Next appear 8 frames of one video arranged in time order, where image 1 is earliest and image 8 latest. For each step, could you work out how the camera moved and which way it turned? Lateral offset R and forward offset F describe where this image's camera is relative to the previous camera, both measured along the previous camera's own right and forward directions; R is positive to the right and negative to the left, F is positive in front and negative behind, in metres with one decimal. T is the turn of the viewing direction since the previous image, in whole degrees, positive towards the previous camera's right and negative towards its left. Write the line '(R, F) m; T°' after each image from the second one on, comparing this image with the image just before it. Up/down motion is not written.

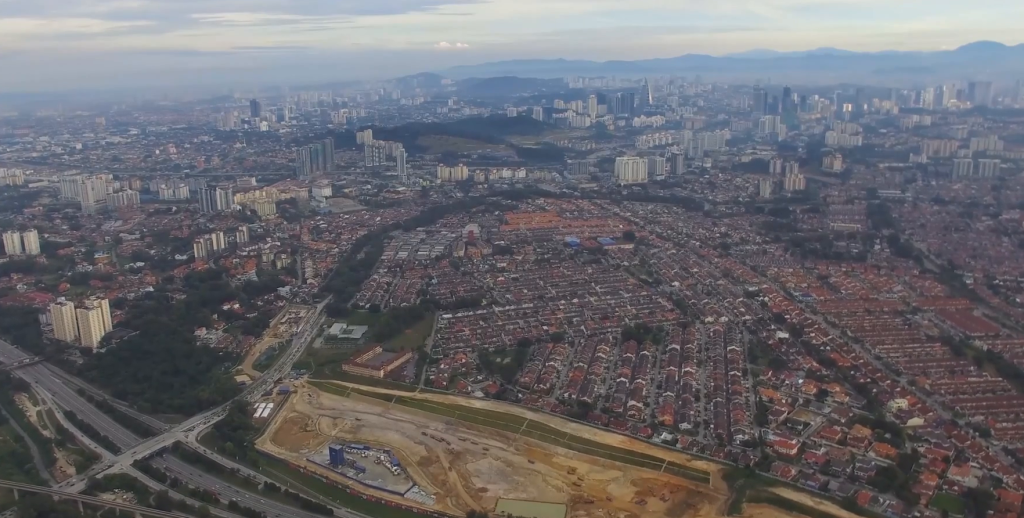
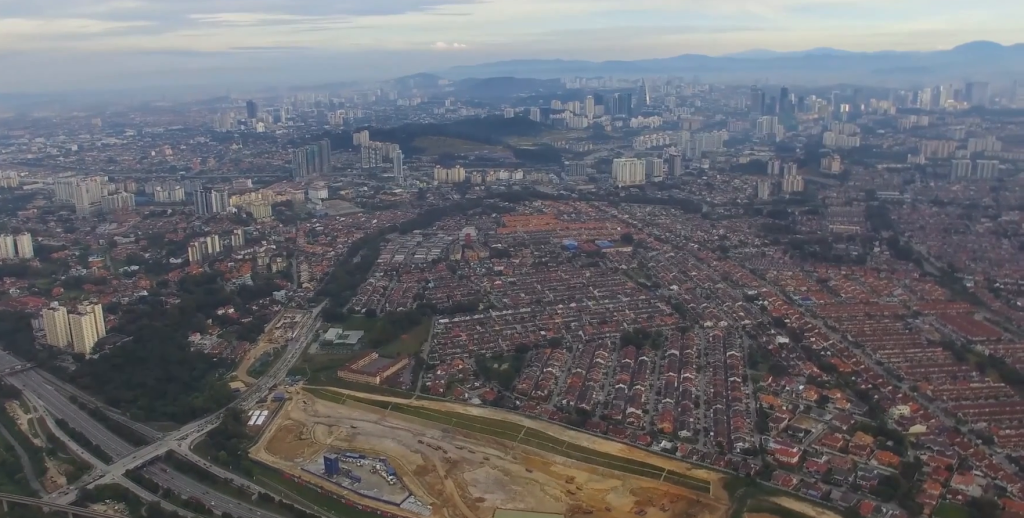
(+0.2, +14.9) m; +2°
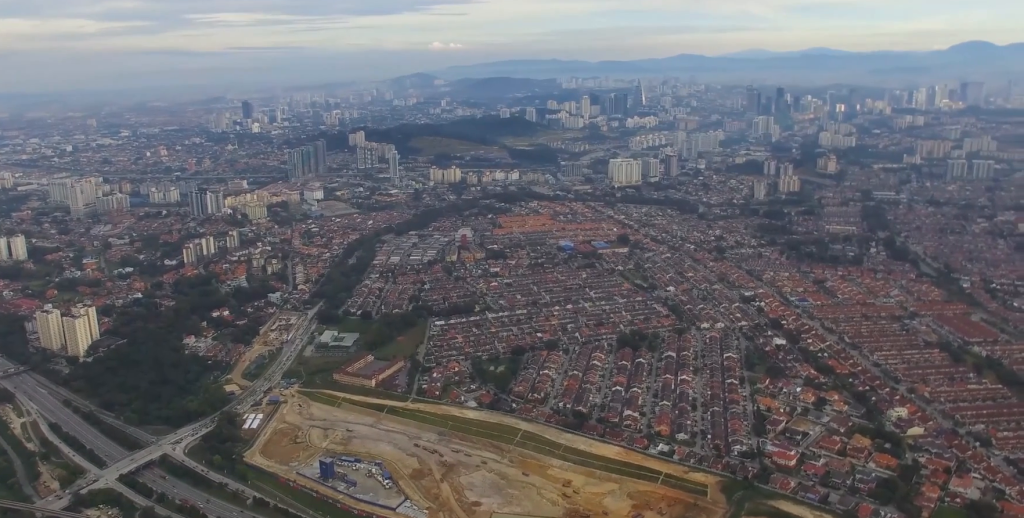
(0.0, +5.8) m; +1°
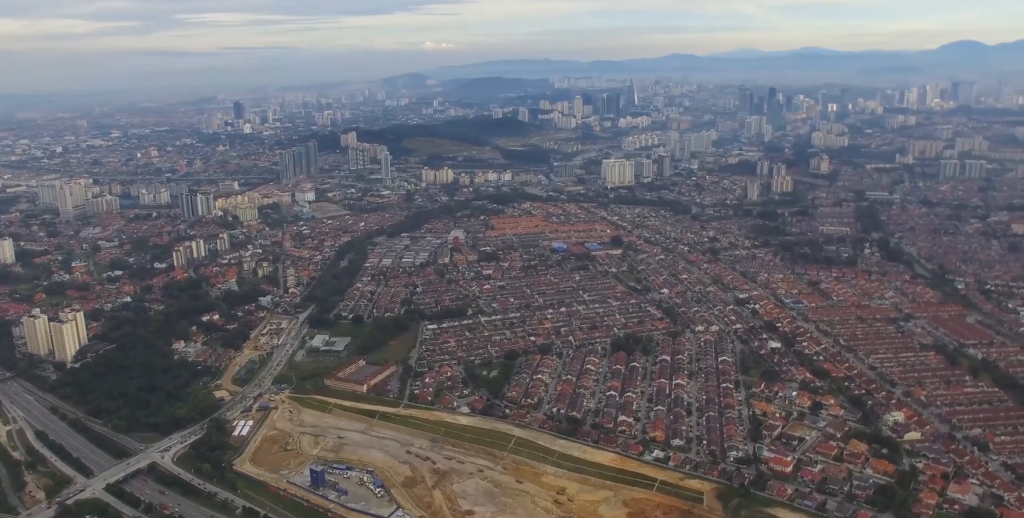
(+0.1, +13.9) m; +1°
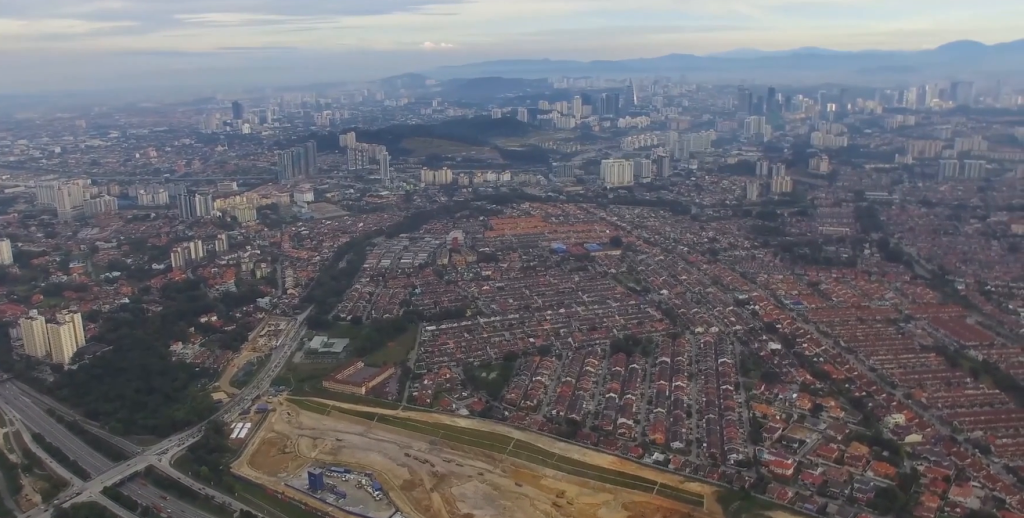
(0.0, +5.6) m; 0°
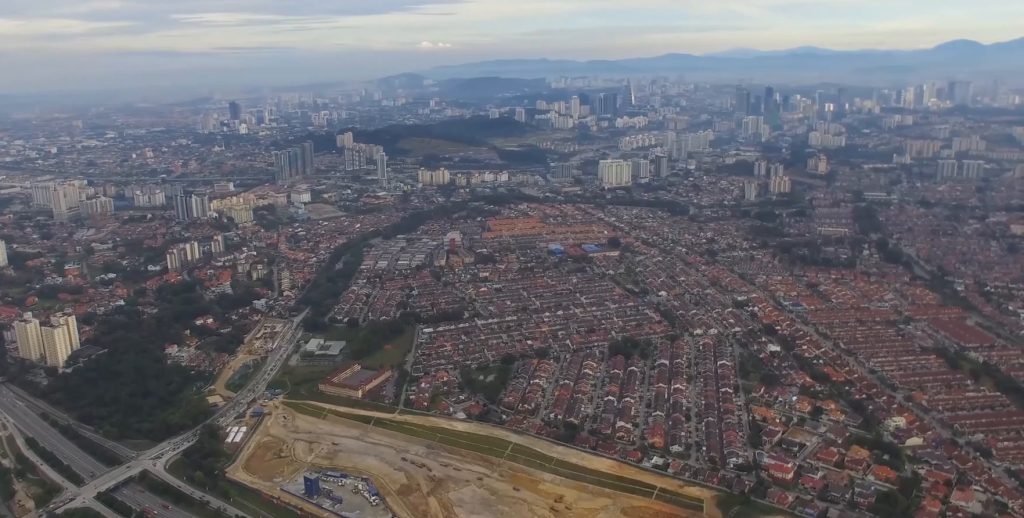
(0.0, +8.8) m; 0°
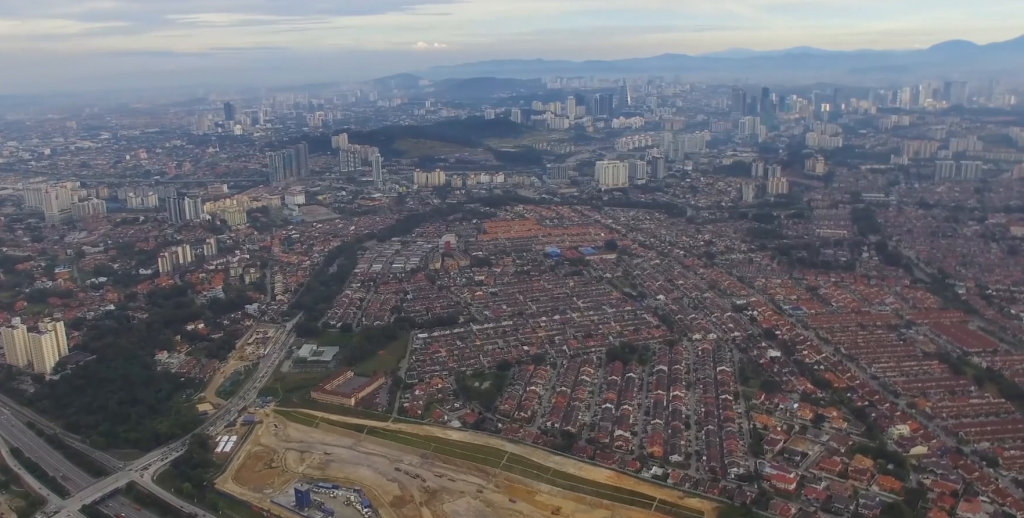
(0.0, +22.9) m; 0°
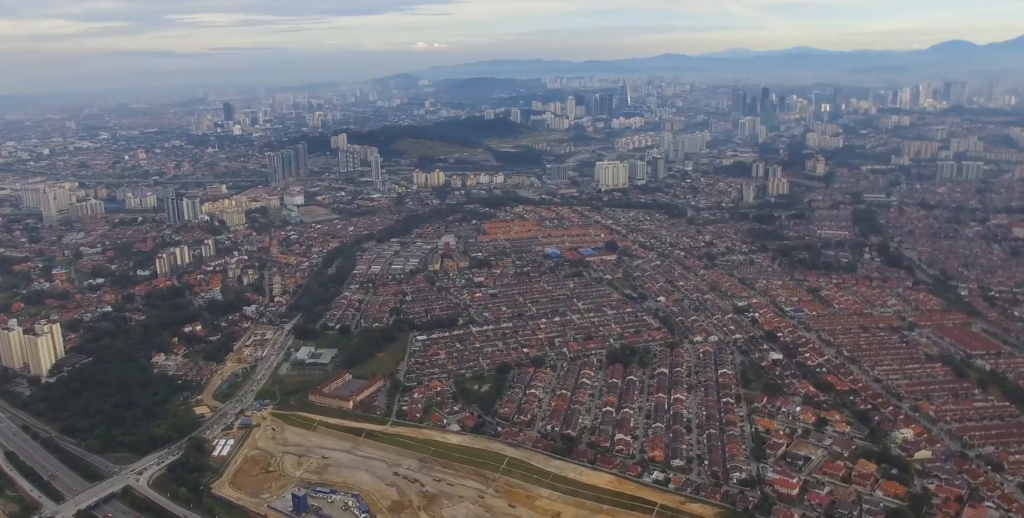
(0.0, +10.2) m; 0°
